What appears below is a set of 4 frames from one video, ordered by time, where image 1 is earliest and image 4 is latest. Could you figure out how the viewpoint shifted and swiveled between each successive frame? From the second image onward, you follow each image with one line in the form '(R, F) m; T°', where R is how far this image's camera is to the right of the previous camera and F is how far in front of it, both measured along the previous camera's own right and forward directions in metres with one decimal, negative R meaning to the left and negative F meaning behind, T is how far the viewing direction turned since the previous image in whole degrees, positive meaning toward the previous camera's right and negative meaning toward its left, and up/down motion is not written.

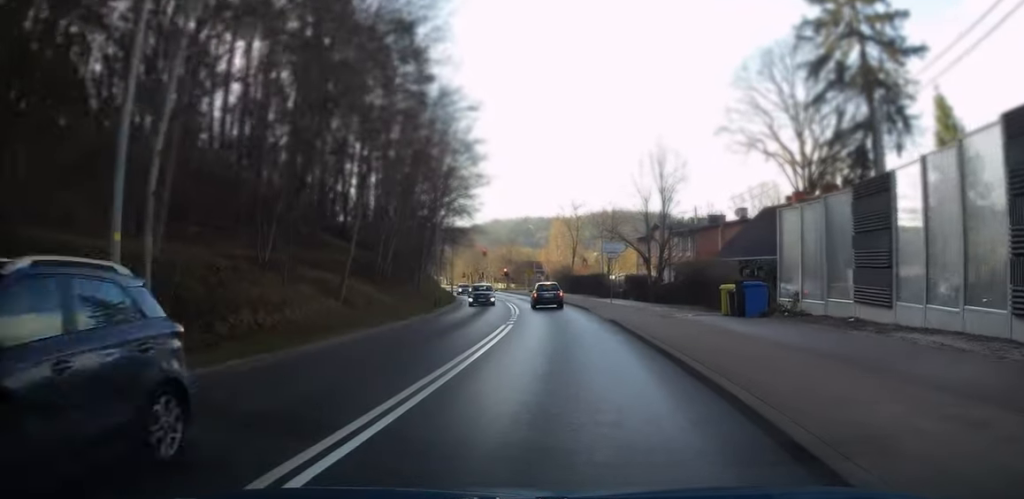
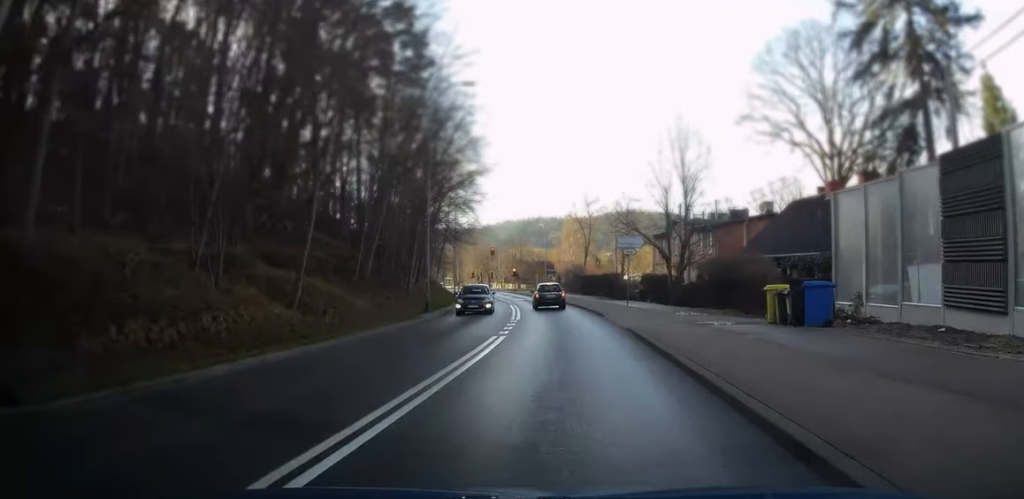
(0.0, +4.9) m; -1°
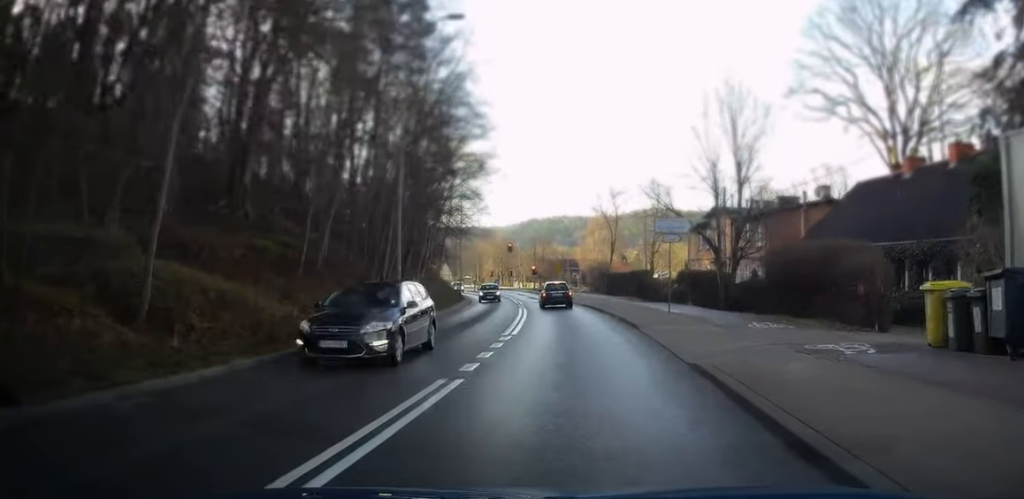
(+0.1, +8.7) m; -1°
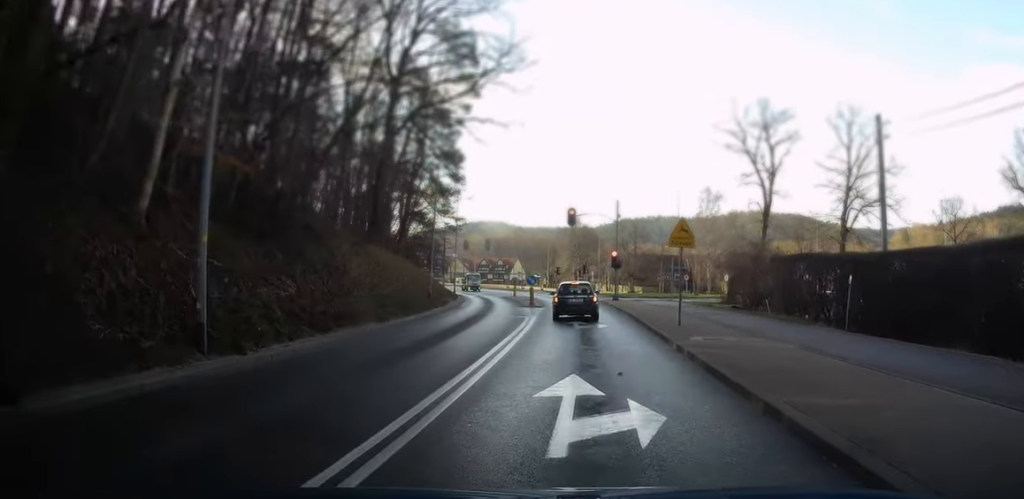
(-3.0, +44.3) m; -5°
